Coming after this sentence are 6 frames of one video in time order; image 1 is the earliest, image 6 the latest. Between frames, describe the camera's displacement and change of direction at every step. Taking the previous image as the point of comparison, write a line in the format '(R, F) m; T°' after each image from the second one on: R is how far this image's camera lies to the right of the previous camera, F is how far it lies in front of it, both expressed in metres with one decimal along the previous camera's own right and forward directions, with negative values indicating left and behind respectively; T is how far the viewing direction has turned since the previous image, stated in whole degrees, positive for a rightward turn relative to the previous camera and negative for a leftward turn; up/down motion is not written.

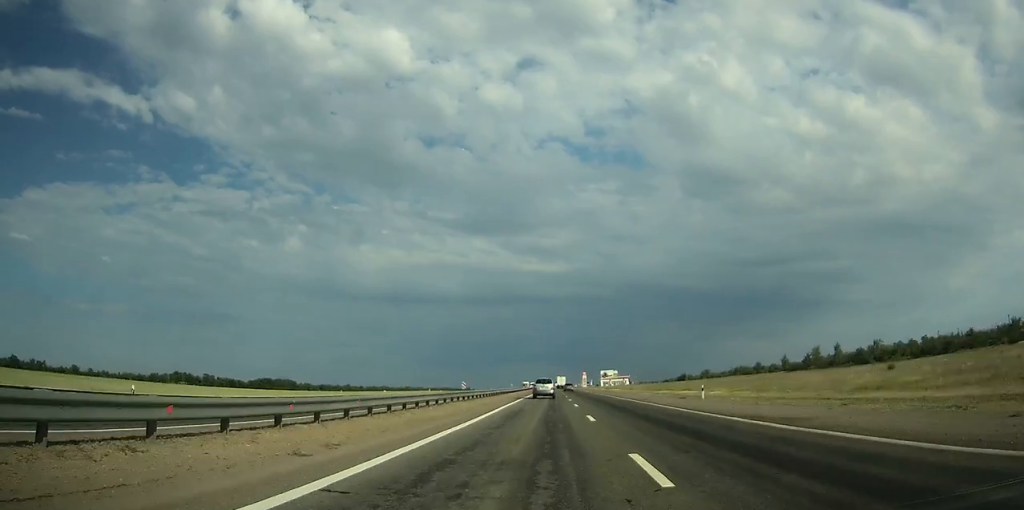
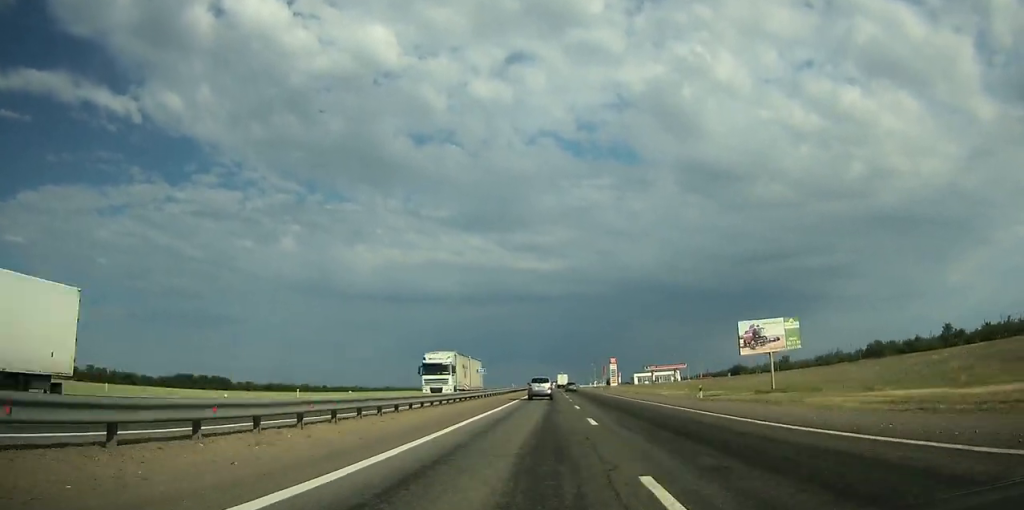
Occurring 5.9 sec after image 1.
(-0.1, +159.1) m; 0°
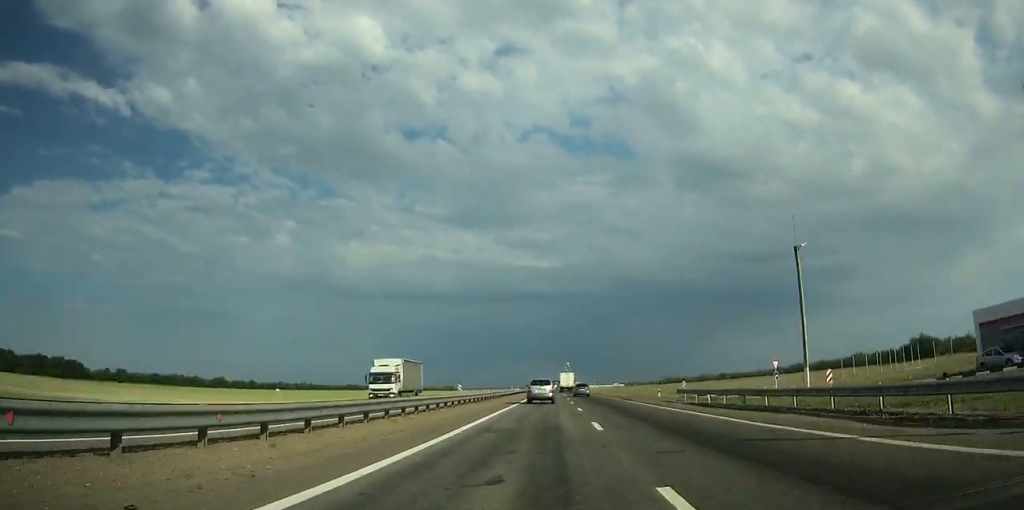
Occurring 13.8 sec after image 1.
(+0.3, +203.1) m; 0°
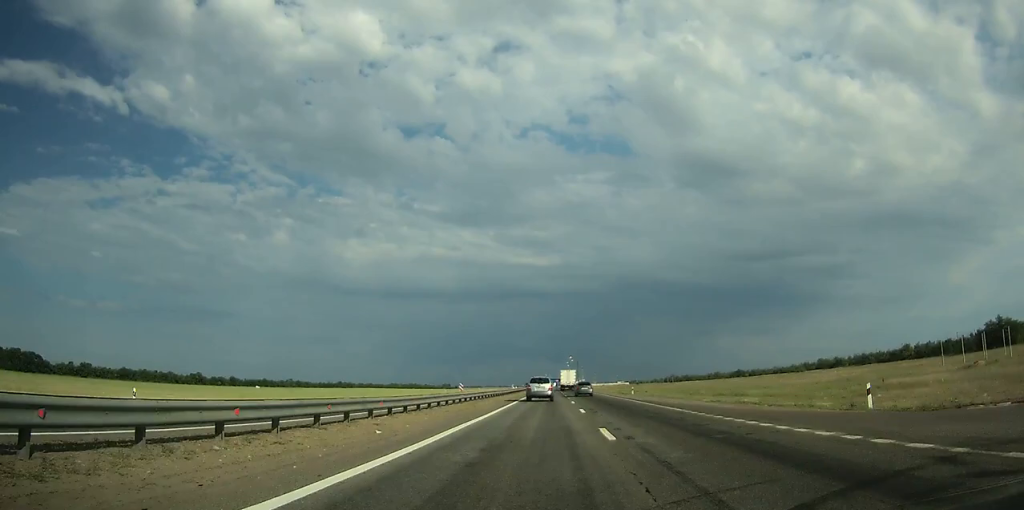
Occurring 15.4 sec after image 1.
(-0.2, +38.6) m; 0°
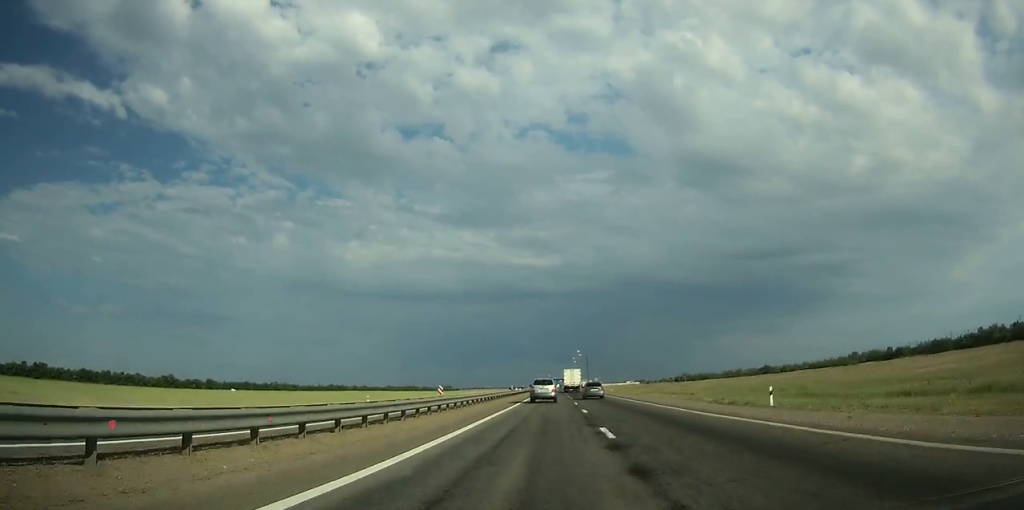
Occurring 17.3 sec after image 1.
(-0.1, +46.3) m; 0°
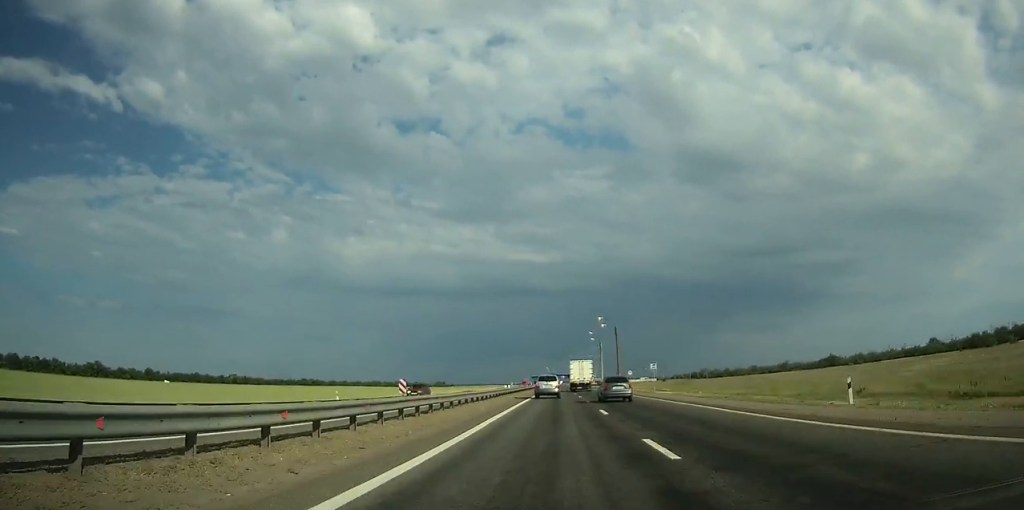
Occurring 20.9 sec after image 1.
(-0.1, +88.0) m; 0°
